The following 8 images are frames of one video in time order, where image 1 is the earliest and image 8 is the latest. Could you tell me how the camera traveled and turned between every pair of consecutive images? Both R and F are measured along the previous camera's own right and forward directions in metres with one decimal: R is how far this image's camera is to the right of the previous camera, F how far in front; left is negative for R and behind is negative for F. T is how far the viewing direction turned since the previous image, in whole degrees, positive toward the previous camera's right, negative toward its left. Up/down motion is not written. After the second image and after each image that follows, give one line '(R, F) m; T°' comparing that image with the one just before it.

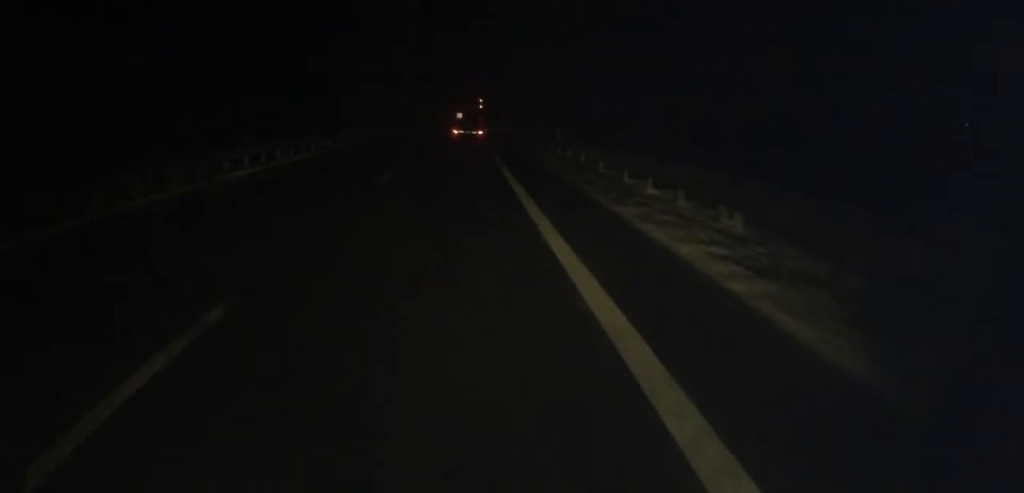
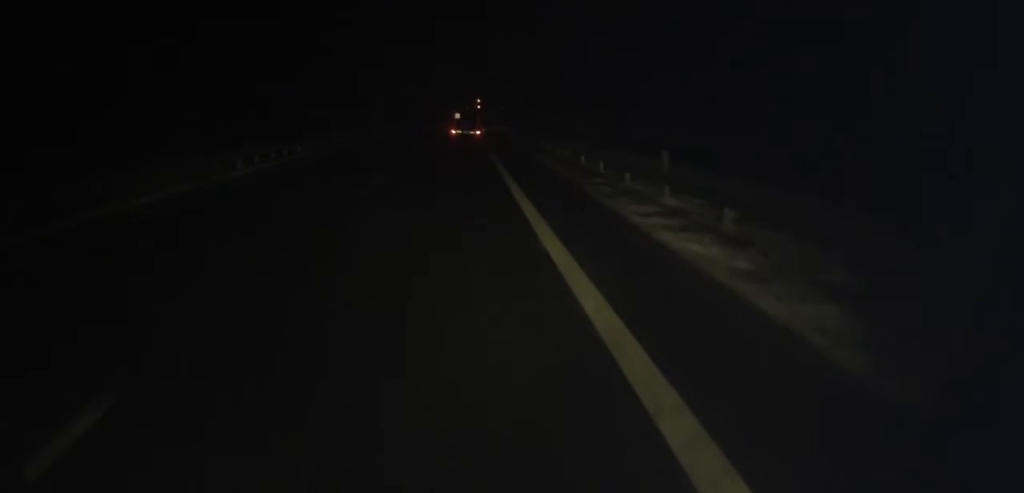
(+0.3, +20.2) m; +1°
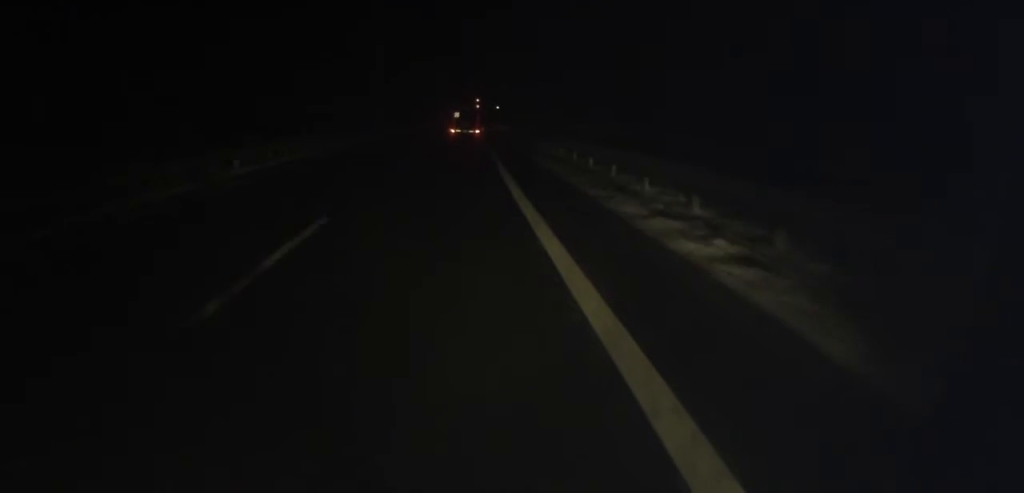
(0.0, +10.1) m; 0°
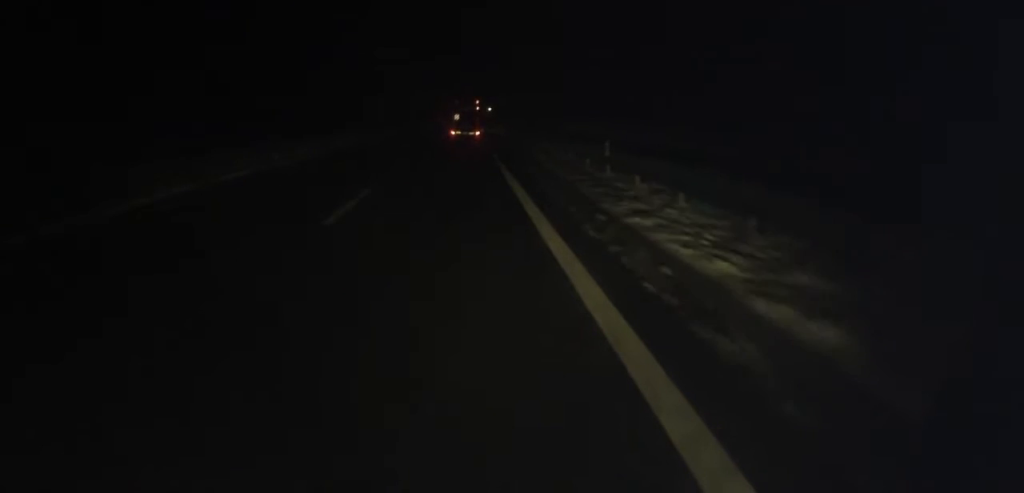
(0.0, +30.3) m; +1°
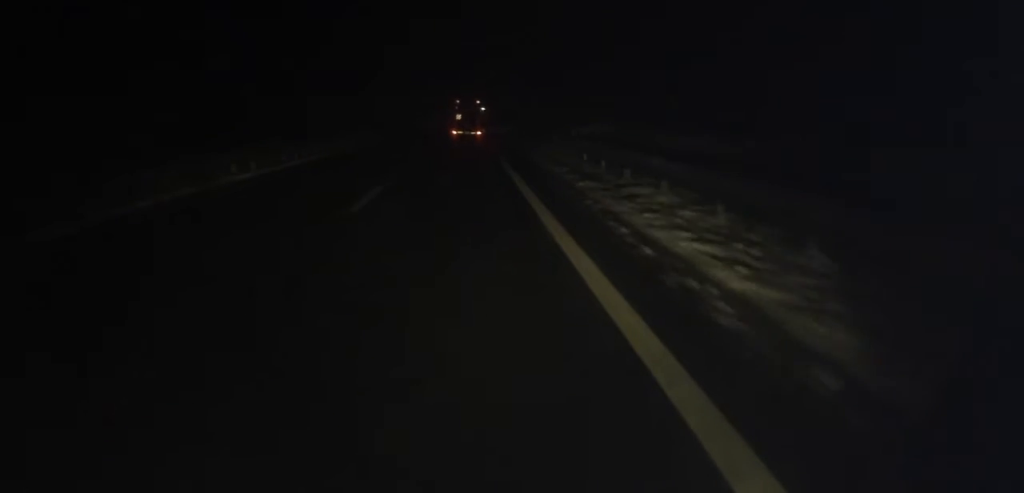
(+0.4, +33.4) m; 0°
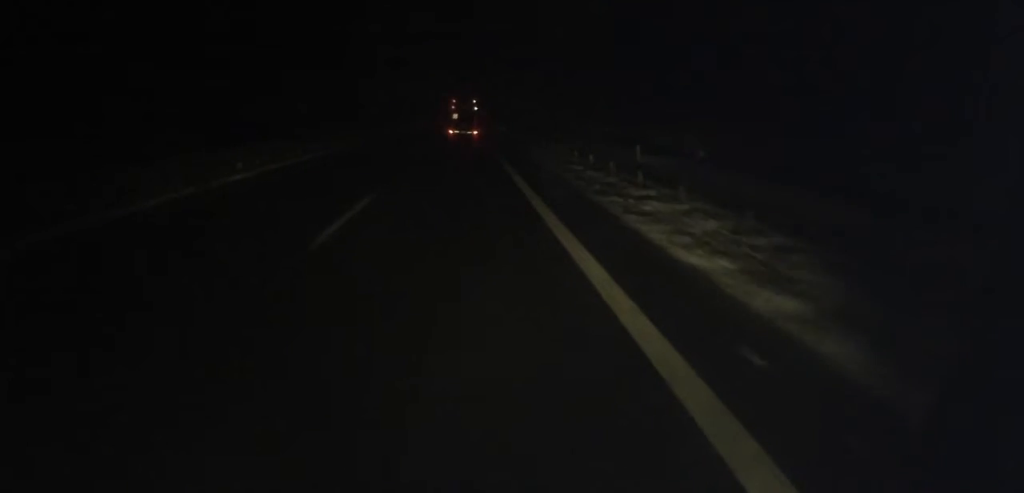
(-0.1, +21.1) m; +1°
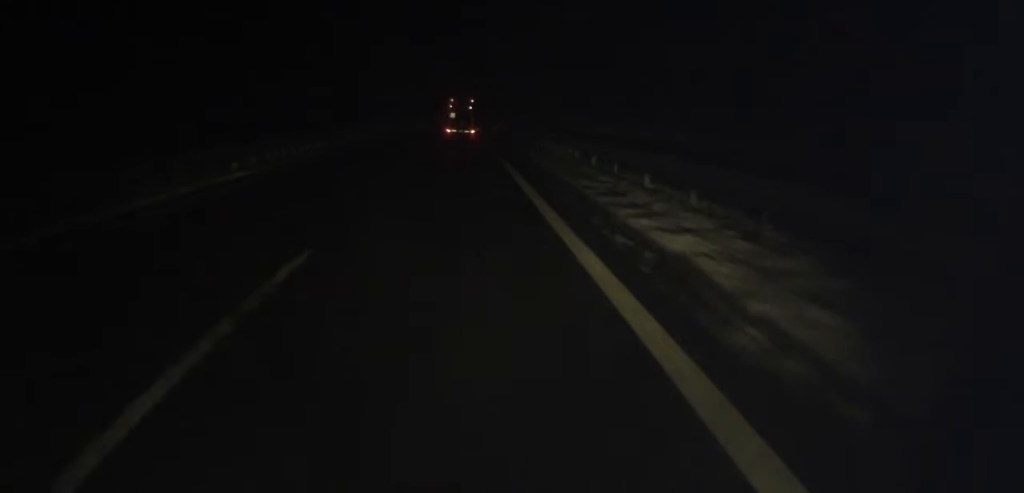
(+0.4, +24.5) m; +1°
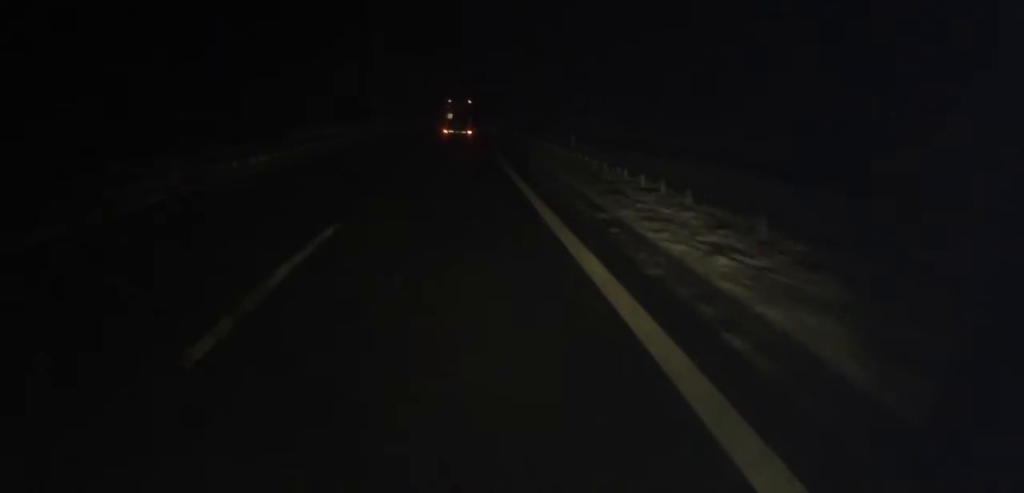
(0.0, +15.9) m; 0°
